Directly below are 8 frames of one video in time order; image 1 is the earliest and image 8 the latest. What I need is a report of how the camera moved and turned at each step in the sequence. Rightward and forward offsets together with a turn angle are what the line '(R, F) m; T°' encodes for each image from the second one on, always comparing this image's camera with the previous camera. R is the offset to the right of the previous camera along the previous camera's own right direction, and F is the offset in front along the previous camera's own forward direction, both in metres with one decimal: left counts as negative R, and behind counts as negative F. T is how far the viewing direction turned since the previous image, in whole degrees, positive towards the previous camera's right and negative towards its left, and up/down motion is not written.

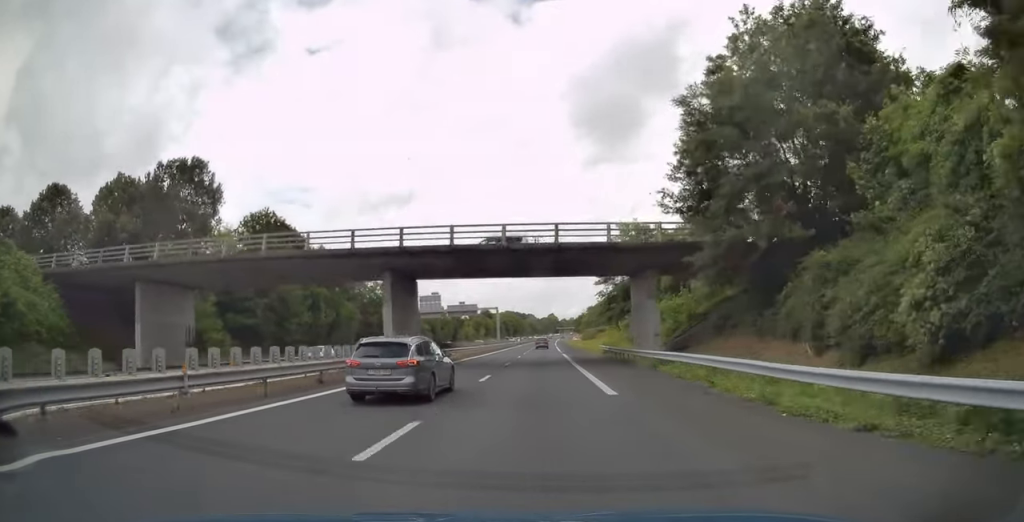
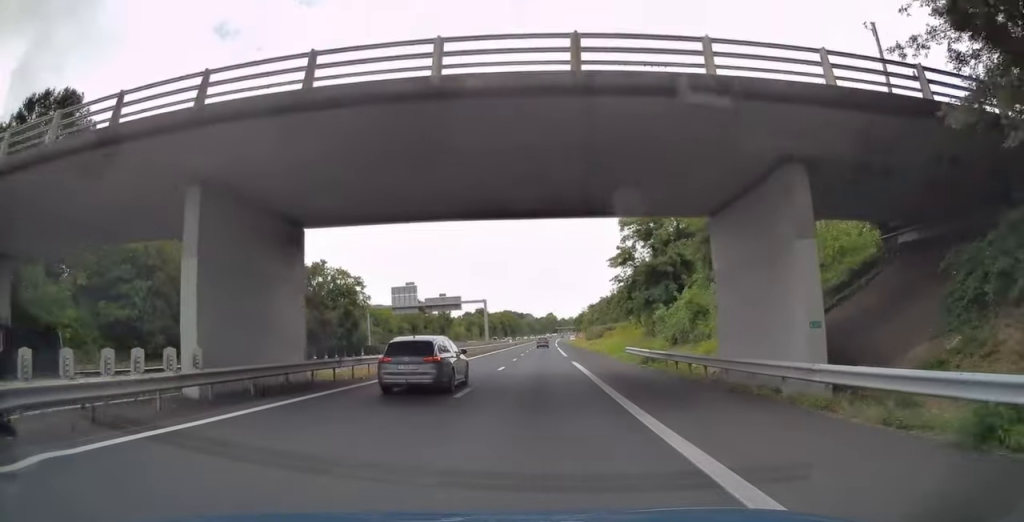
(0.0, +18.7) m; 0°
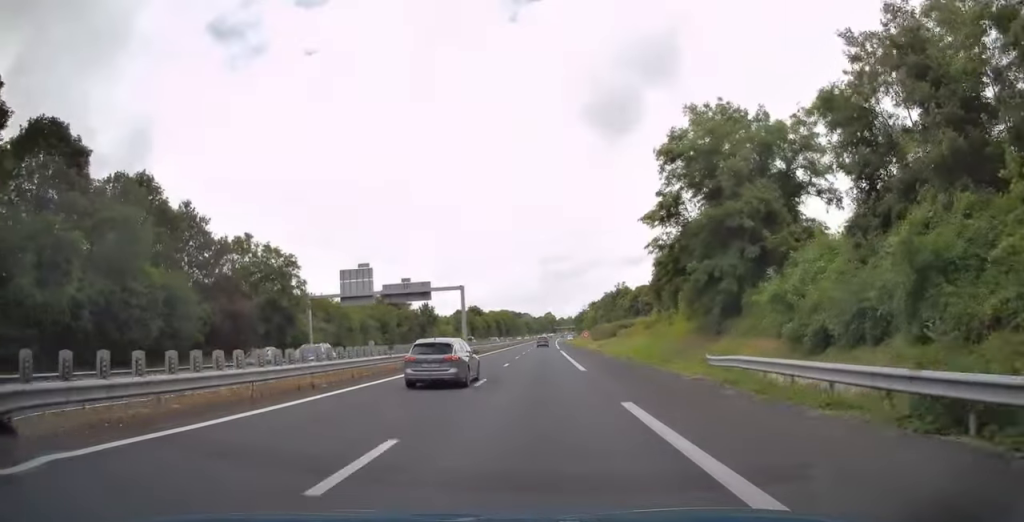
(0.0, +22.0) m; 0°
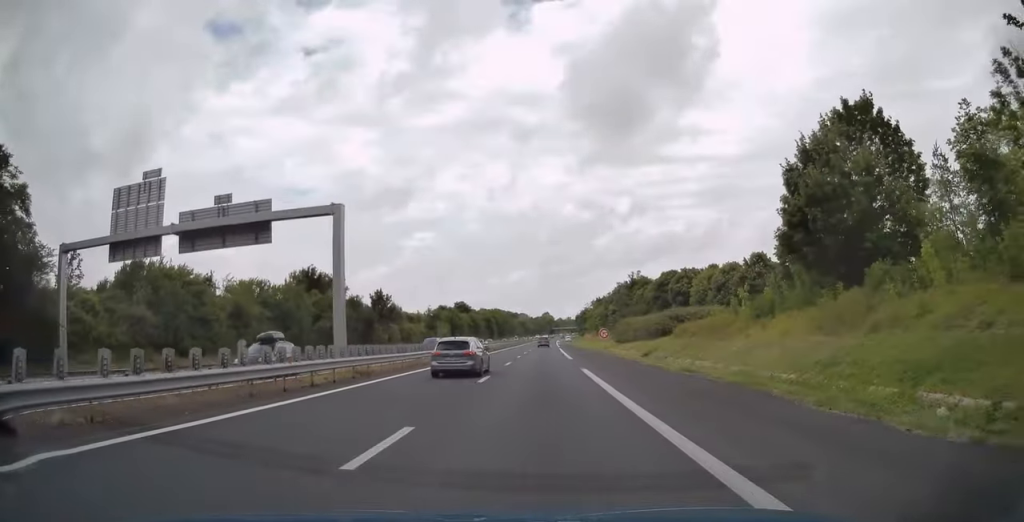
(+0.1, +38.1) m; 0°
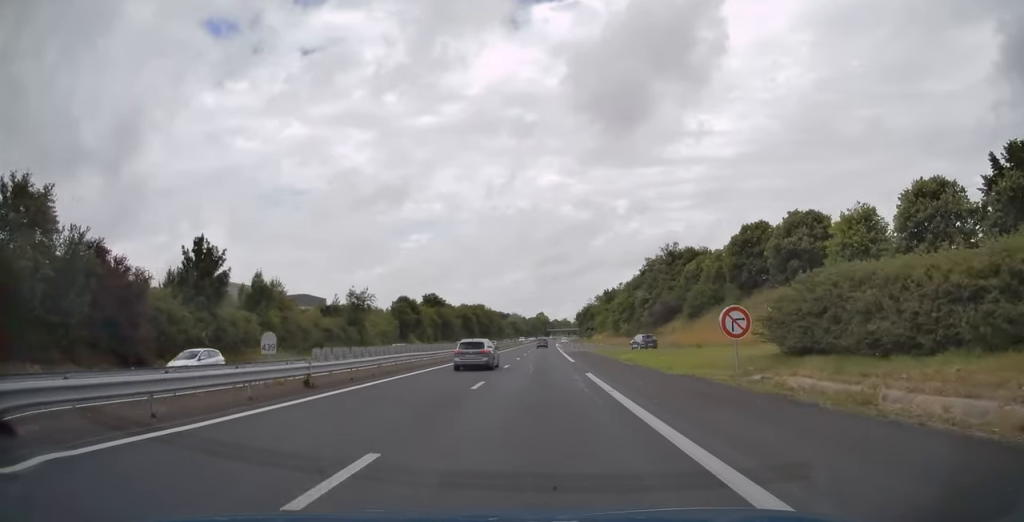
(+0.3, +54.5) m; +1°
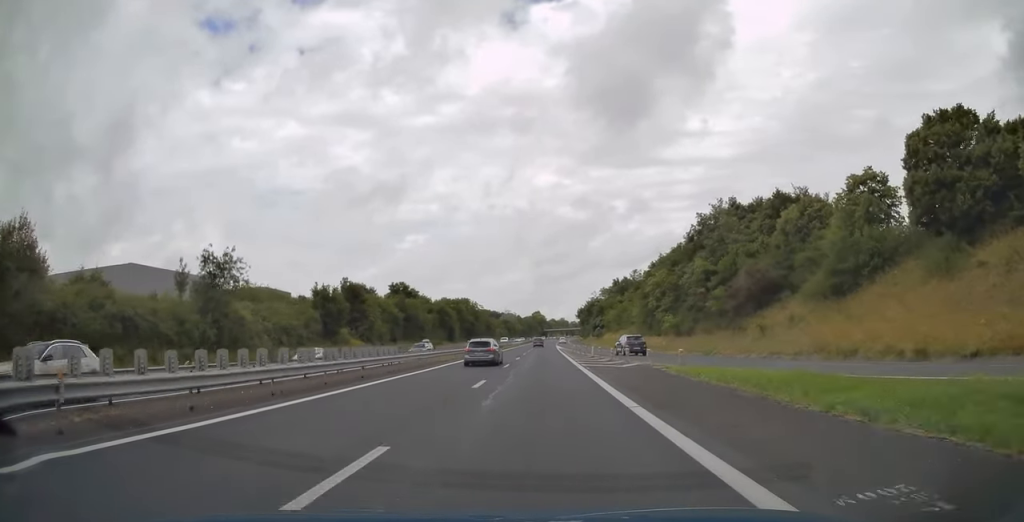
(+0.1, +38.9) m; 0°
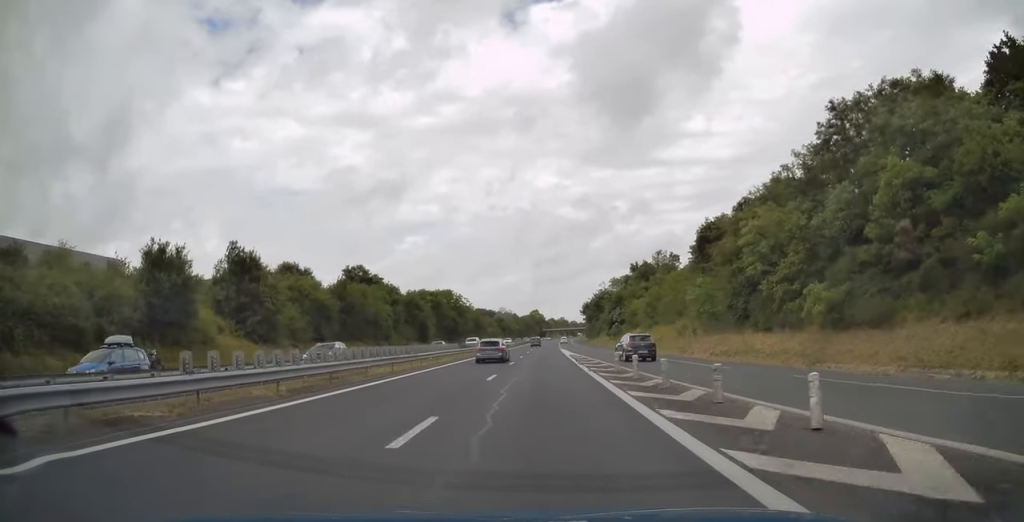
(+0.1, +35.9) m; 0°
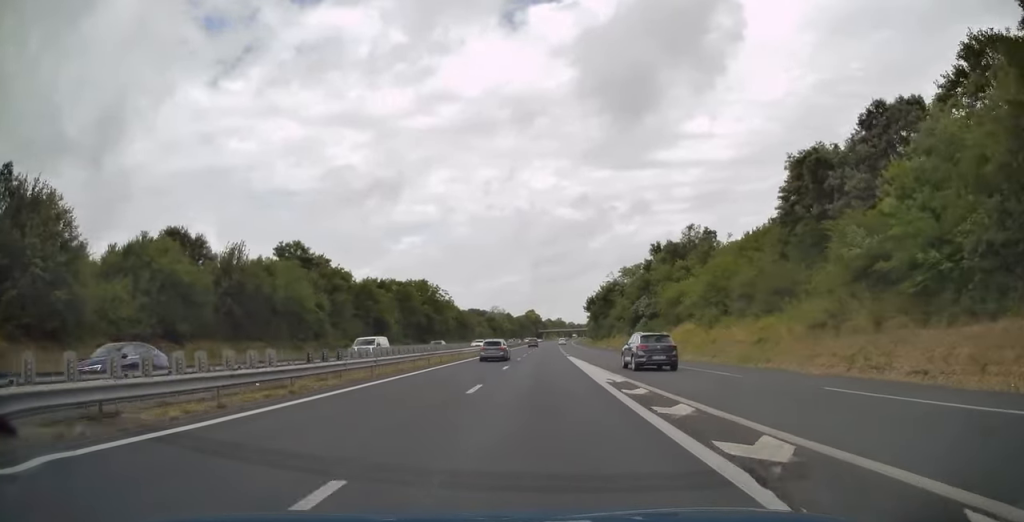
(0.0, +31.2) m; 0°
